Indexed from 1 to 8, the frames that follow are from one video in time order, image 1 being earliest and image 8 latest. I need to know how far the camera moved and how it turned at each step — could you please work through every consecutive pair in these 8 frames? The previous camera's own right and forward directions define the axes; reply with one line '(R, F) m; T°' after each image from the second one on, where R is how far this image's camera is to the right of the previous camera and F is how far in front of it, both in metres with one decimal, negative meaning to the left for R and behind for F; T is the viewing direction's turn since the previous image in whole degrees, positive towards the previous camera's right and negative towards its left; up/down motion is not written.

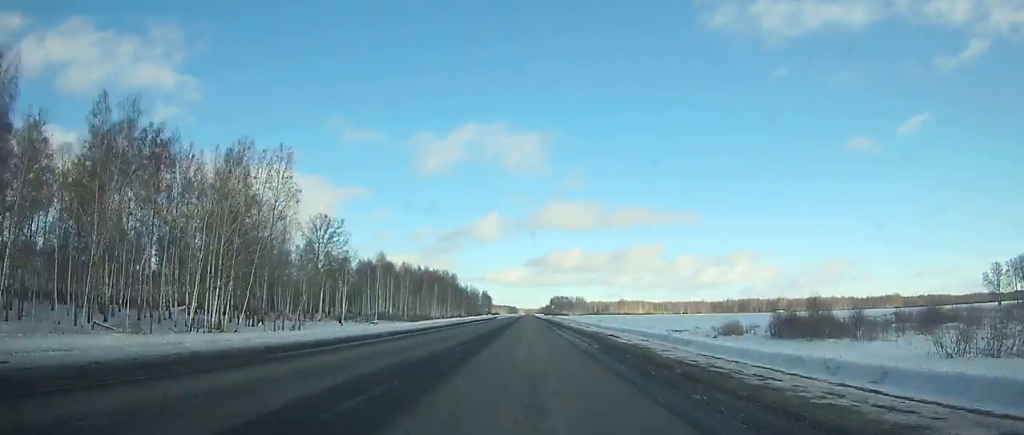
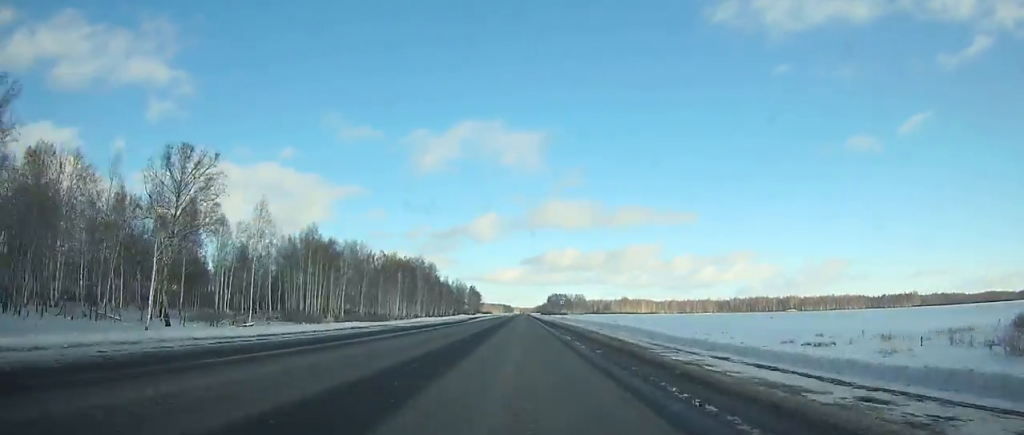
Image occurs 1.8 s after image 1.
(0.0, +54.8) m; 0°
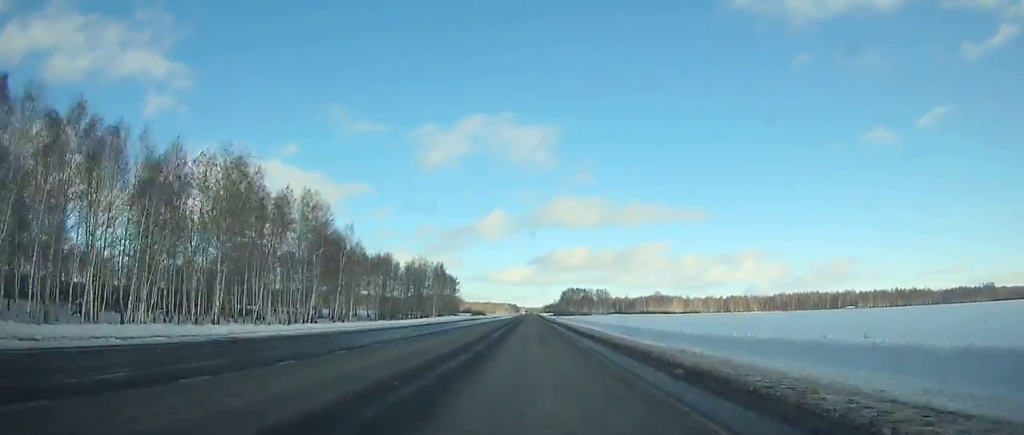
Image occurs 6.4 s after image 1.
(-0.2, +148.2) m; 0°
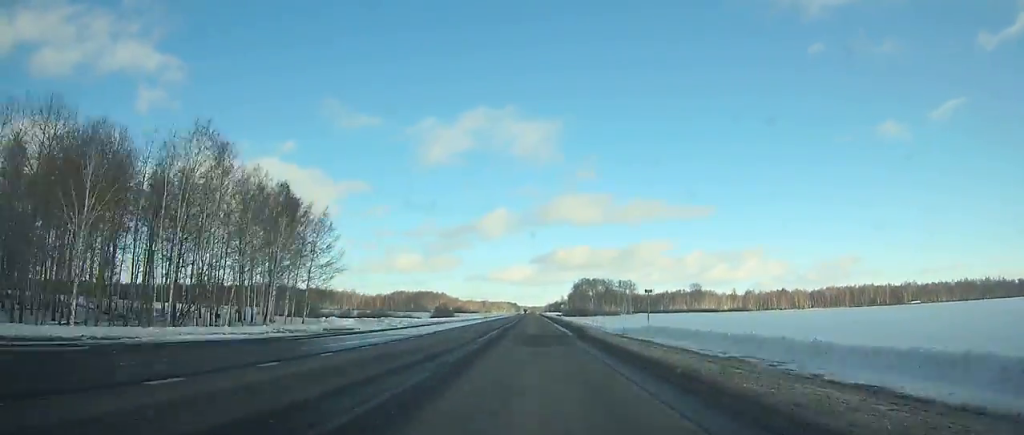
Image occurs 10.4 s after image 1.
(+0.1, +127.9) m; 0°
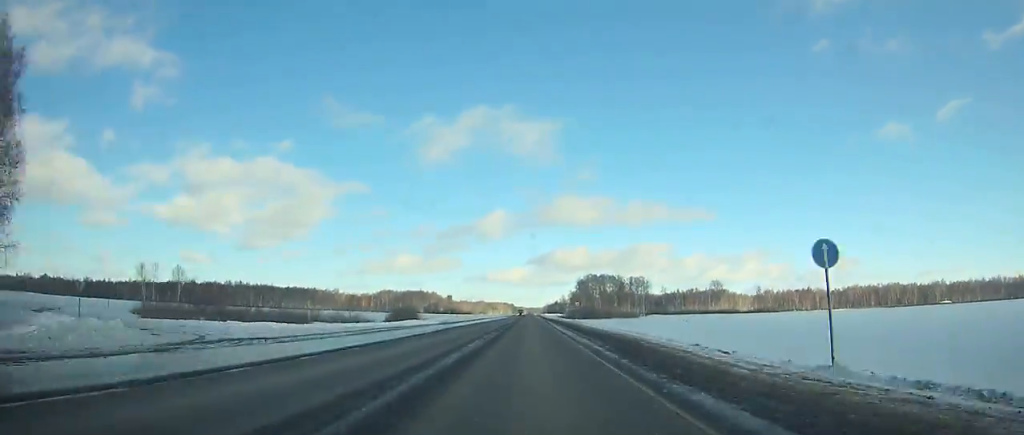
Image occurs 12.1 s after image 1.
(0.0, +53.1) m; 0°
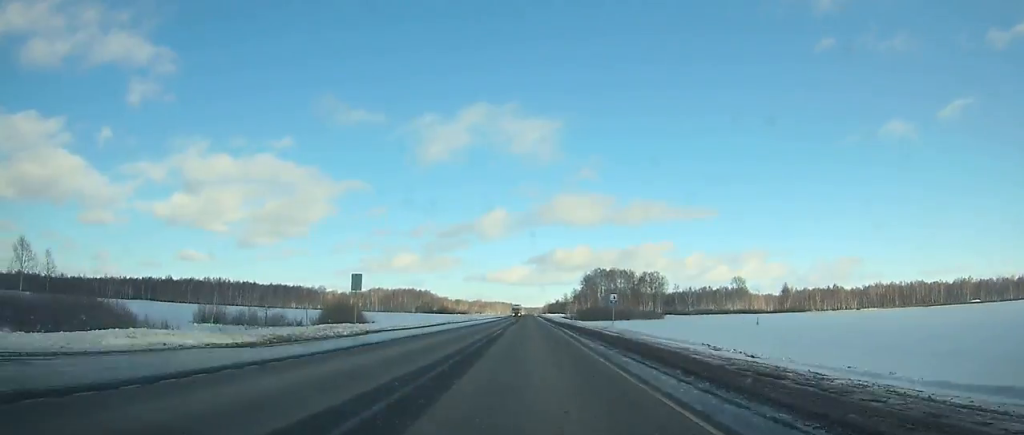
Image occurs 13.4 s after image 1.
(+0.1, +40.6) m; 0°
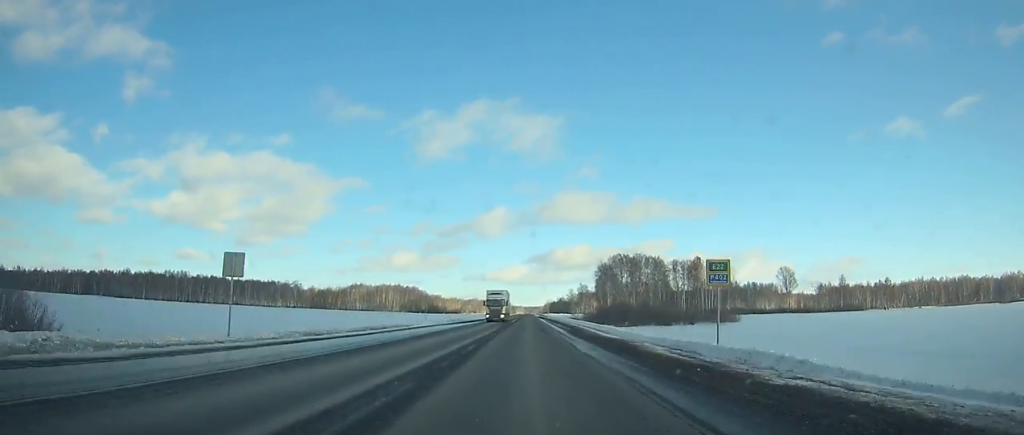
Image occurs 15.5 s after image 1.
(-0.1, +65.3) m; 0°
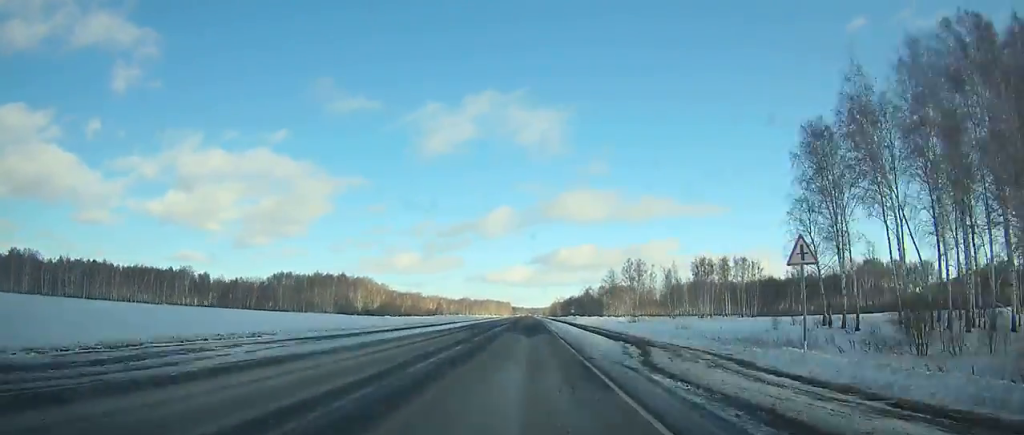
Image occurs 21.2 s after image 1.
(-0.2, +184.1) m; 0°
